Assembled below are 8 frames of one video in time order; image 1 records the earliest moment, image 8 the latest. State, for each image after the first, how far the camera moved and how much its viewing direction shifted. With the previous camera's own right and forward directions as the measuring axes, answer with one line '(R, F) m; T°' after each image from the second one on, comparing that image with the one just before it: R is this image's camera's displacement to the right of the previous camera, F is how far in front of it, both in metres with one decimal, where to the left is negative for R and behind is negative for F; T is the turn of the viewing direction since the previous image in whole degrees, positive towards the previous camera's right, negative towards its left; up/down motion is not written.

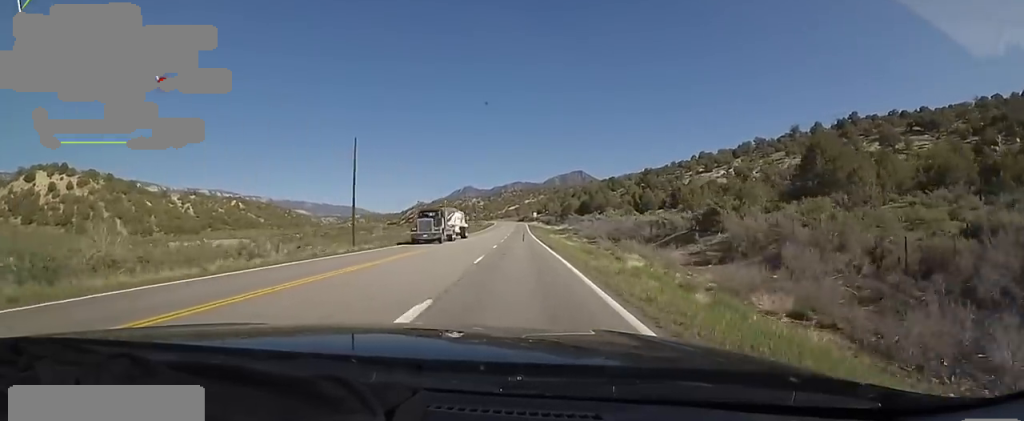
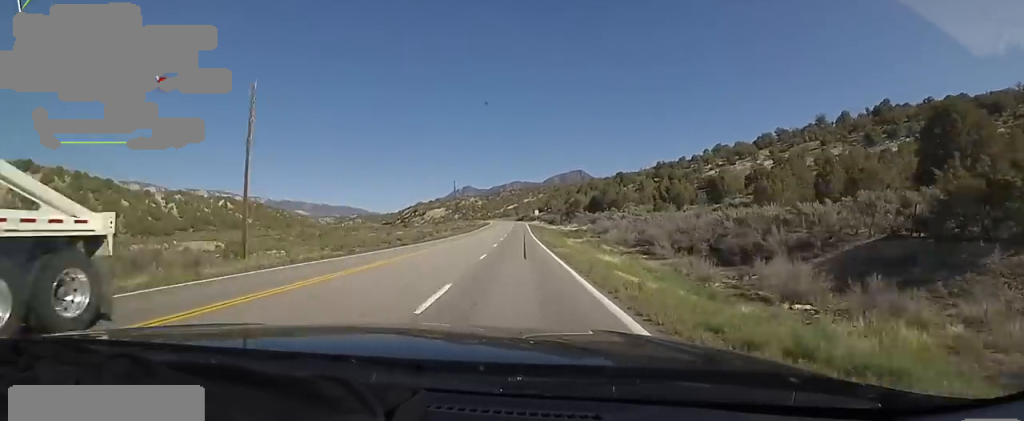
(0.0, +21.3) m; 0°
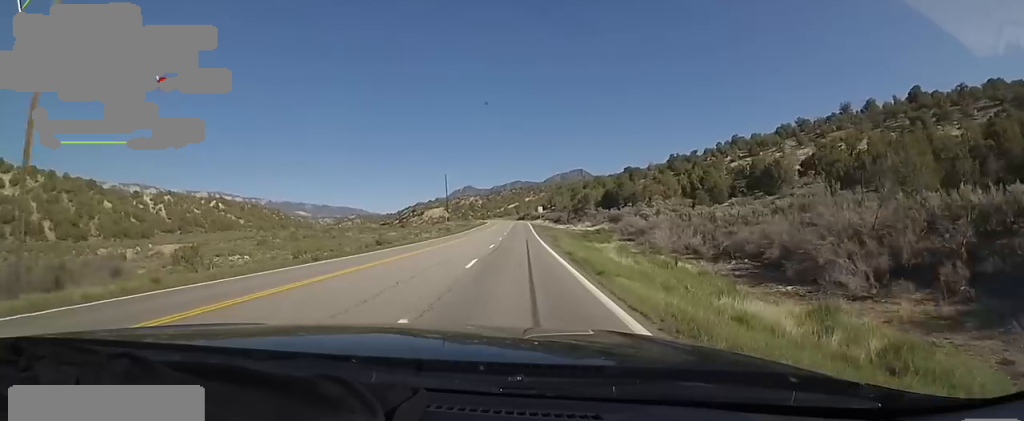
(0.0, +17.6) m; +2°
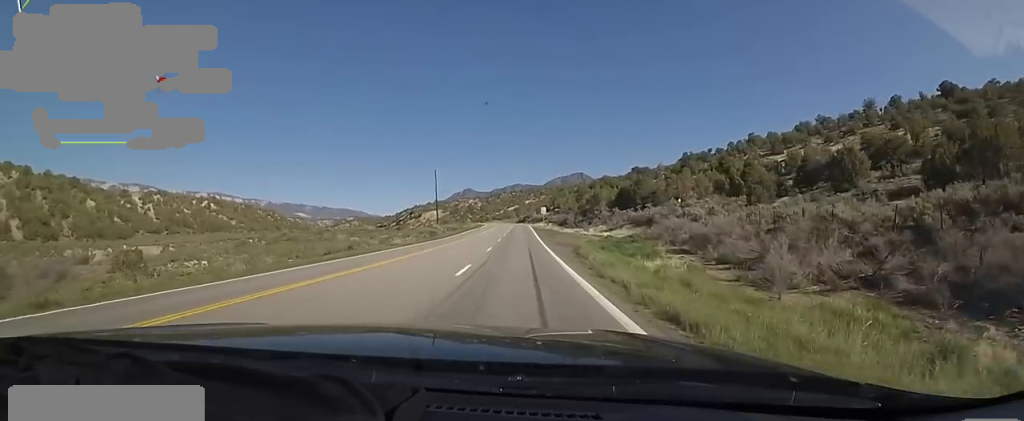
(+0.2, +14.5) m; 0°
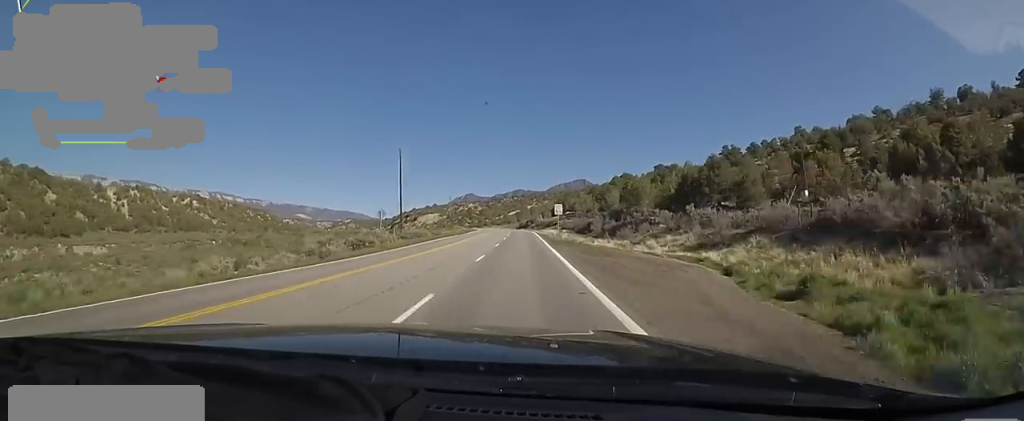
(-0.1, +32.4) m; -3°
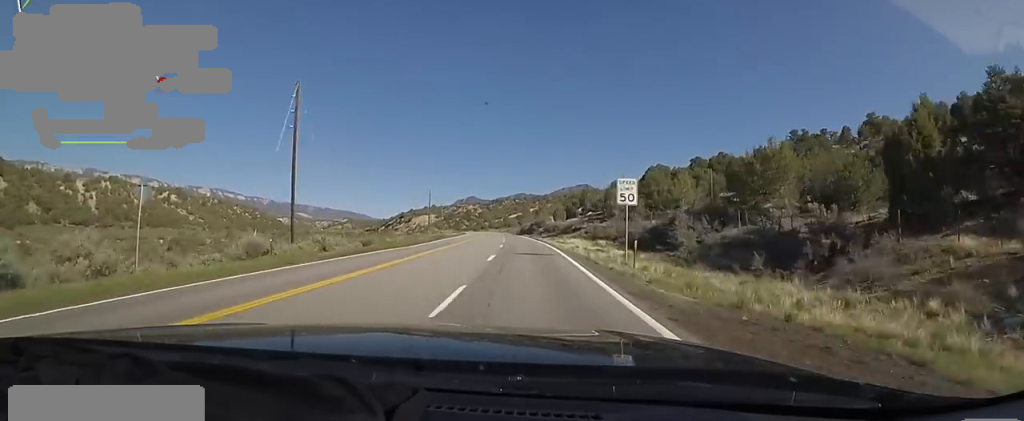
(-1.3, +35.3) m; -1°
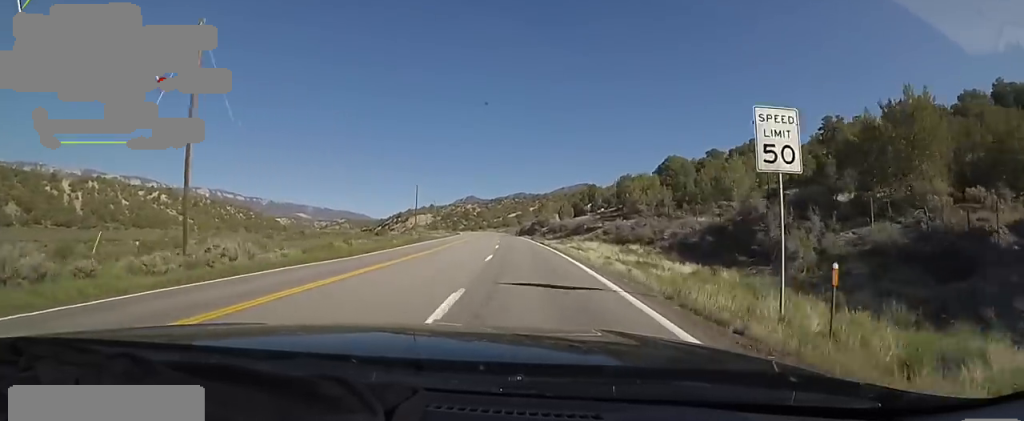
(+0.4, +12.7) m; +1°
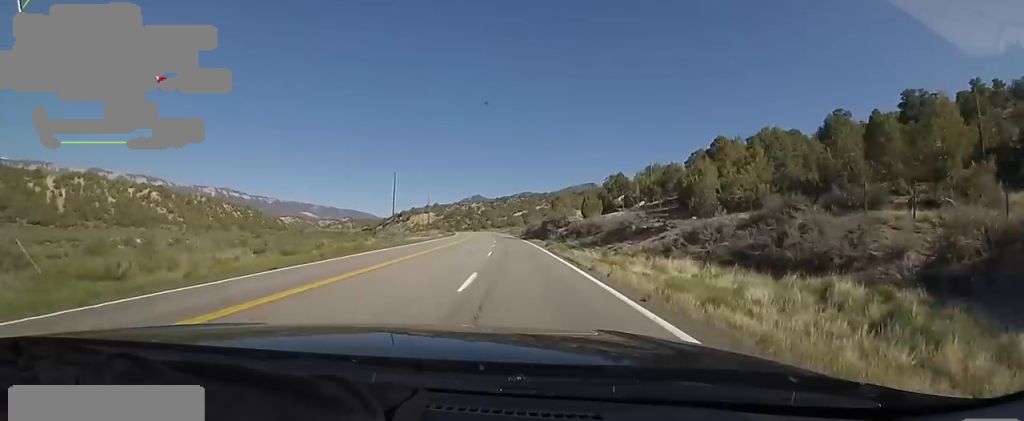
(+0.2, +20.5) m; +1°
